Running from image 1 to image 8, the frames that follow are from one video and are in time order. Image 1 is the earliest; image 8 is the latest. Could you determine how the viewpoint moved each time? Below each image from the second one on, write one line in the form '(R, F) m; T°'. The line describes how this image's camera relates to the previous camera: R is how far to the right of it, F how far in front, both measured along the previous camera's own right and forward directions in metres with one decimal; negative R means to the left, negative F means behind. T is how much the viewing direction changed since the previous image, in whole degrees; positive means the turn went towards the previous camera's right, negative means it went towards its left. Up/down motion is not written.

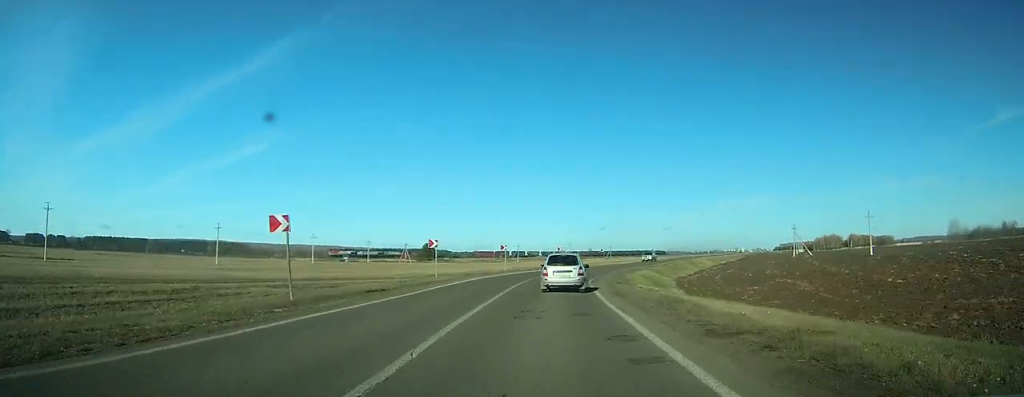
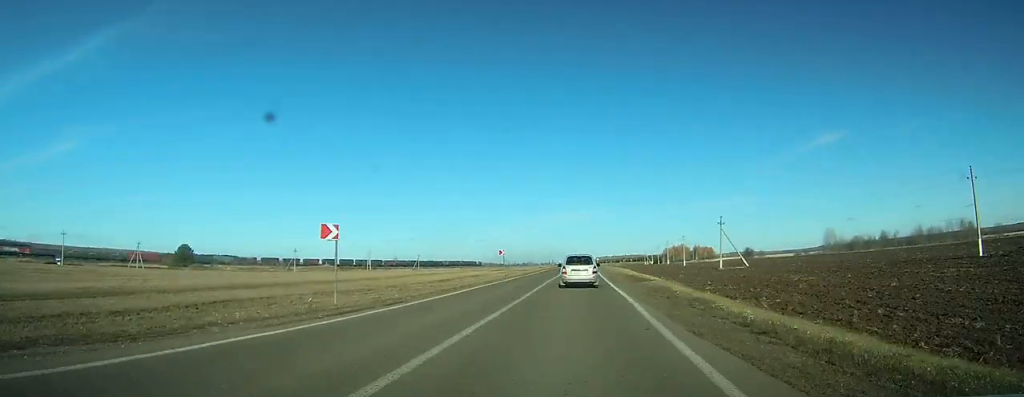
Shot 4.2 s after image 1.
(+6.7, +72.2) m; +14°
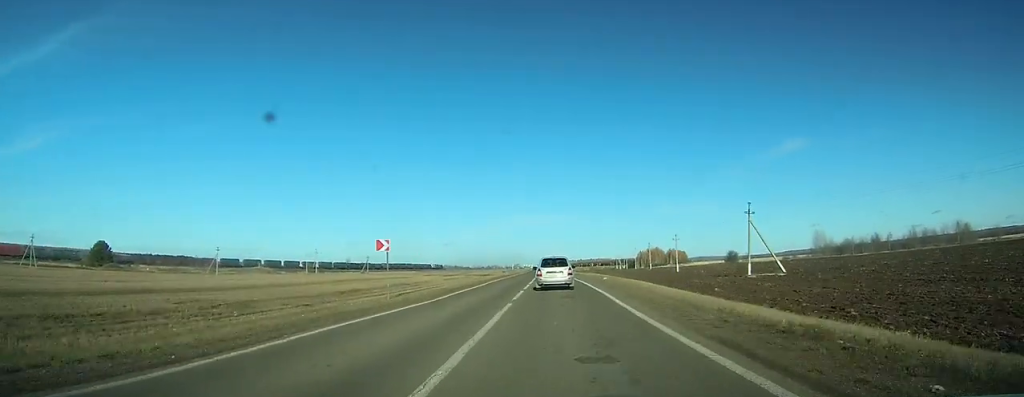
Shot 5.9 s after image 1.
(+1.9, +30.2) m; +5°
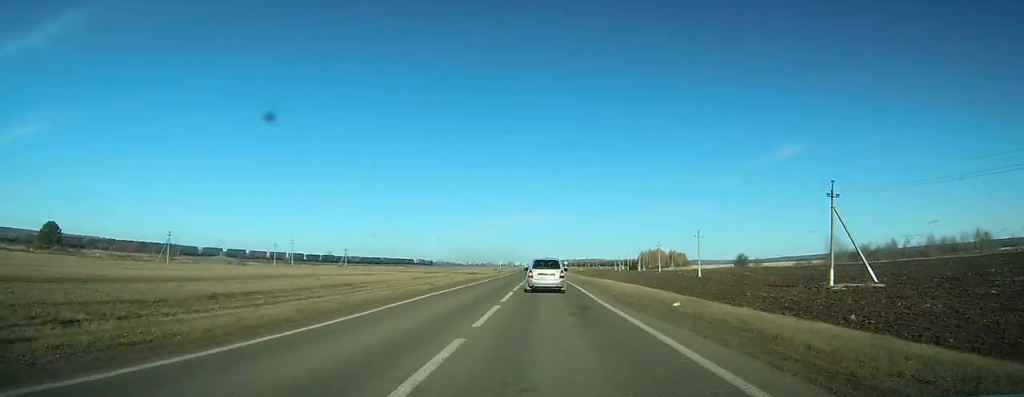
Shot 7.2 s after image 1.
(+0.6, +22.8) m; +2°
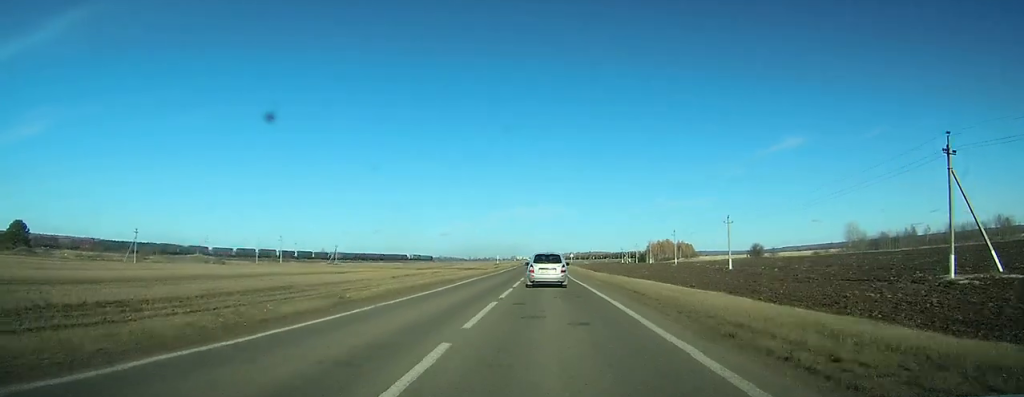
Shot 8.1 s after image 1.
(+0.2, +16.3) m; 0°
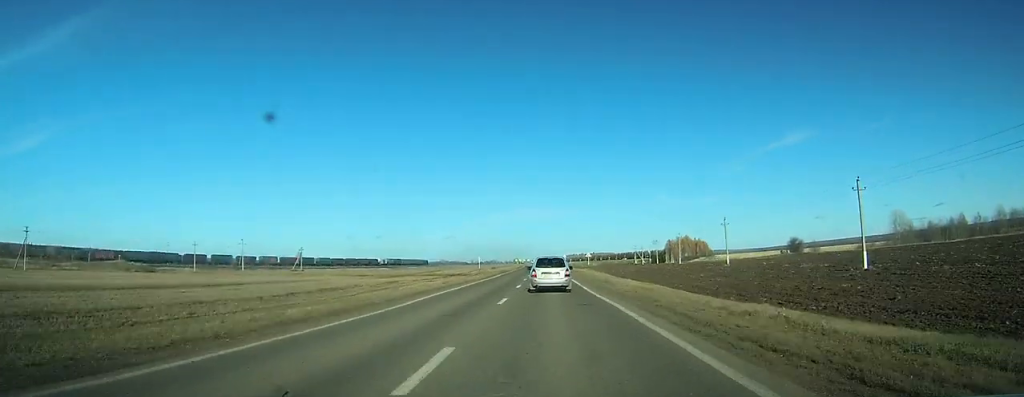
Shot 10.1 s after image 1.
(0.0, +39.6) m; 0°
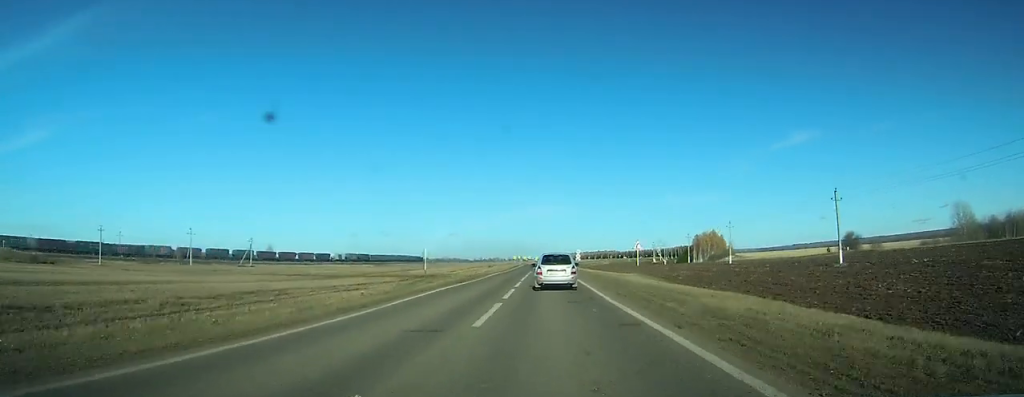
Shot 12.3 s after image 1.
(-0.2, +42.2) m; 0°
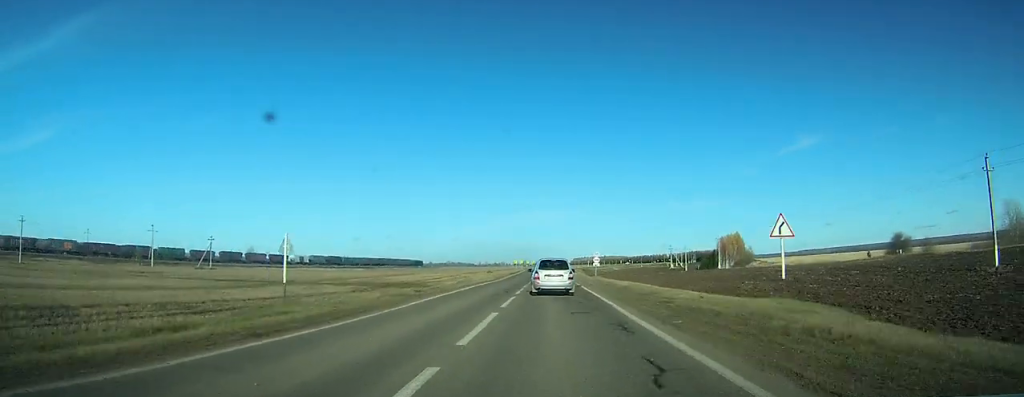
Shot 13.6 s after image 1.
(-0.1, +26.8) m; 0°
